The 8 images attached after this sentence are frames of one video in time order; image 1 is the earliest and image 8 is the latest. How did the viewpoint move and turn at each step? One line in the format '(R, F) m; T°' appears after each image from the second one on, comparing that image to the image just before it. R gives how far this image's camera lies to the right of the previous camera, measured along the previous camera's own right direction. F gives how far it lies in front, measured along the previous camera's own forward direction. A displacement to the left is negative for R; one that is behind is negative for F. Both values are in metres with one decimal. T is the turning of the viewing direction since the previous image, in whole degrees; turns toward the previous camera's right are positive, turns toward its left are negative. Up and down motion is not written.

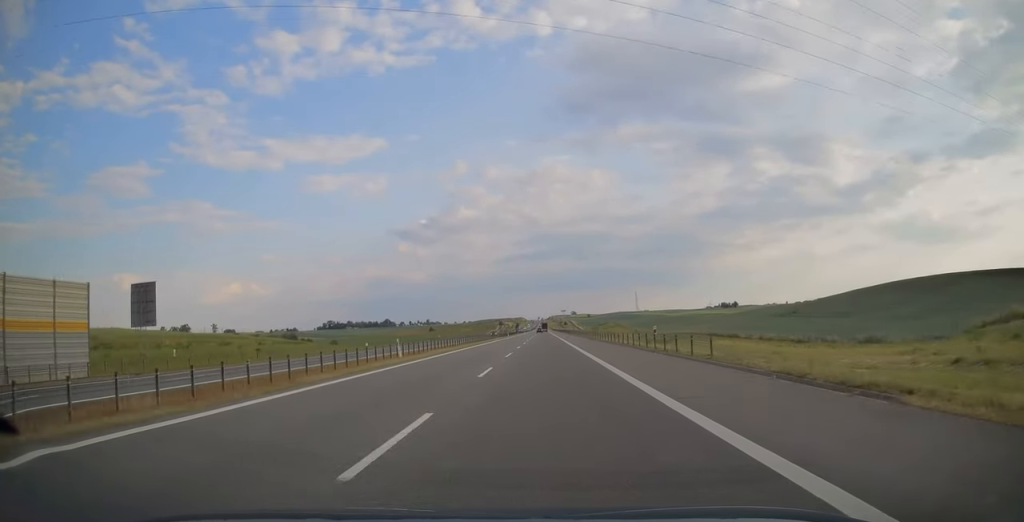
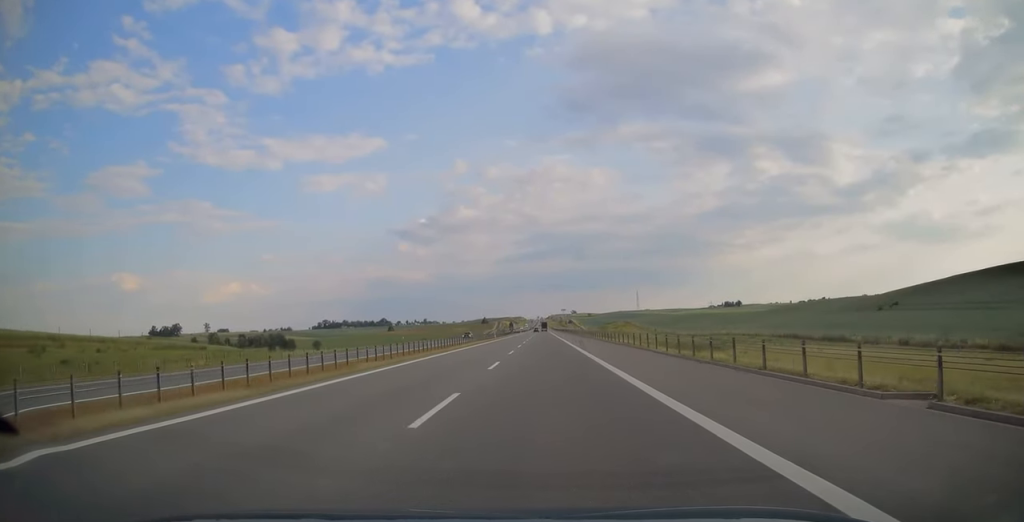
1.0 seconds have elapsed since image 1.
(0.0, +32.9) m; 0°
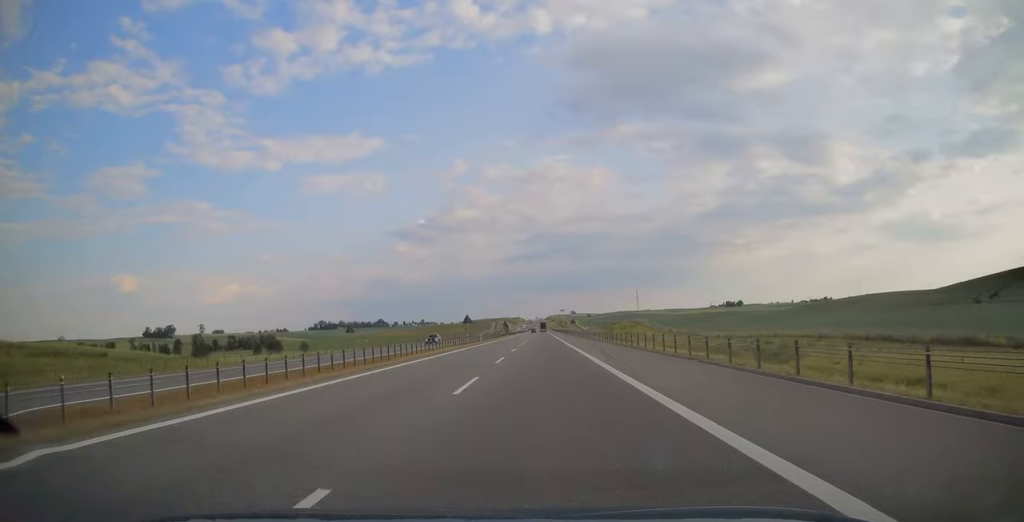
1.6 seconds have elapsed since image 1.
(0.0, +19.7) m; 0°
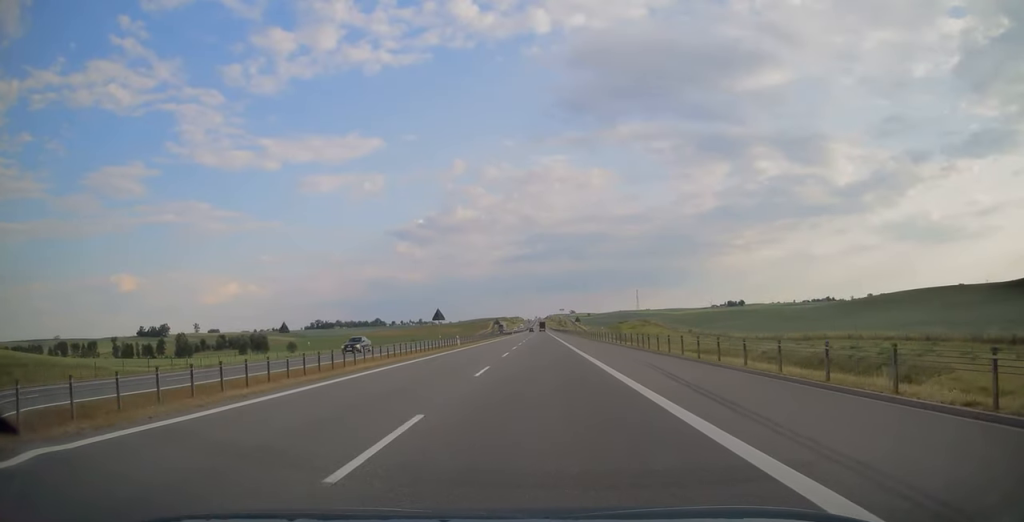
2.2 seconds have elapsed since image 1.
(-0.1, +19.1) m; 0°
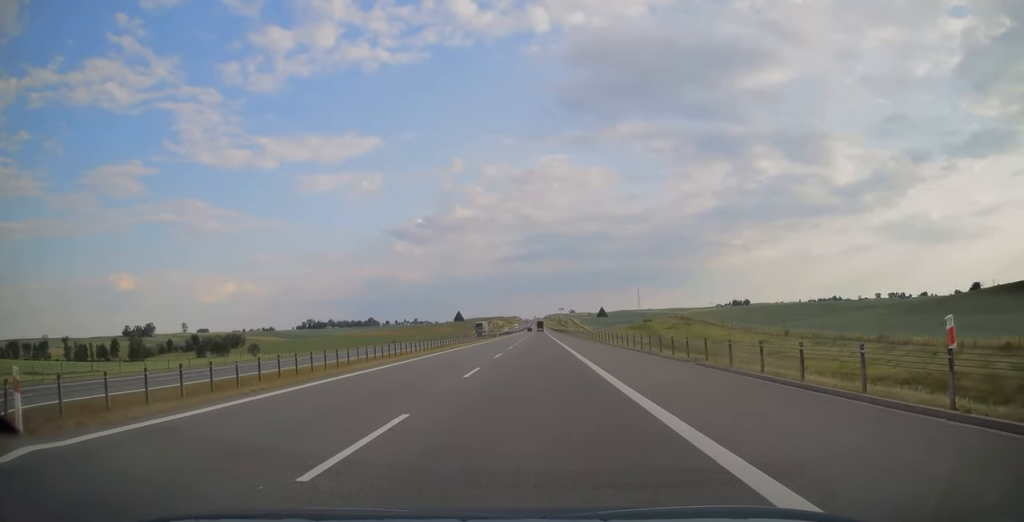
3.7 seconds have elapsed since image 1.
(+0.2, +48.1) m; 0°
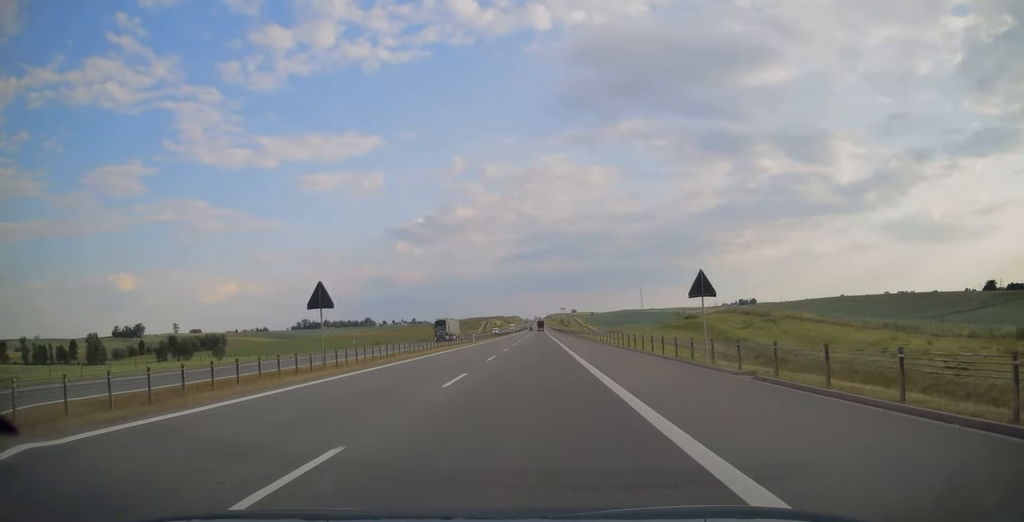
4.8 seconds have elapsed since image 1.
(0.0, +38.8) m; 0°
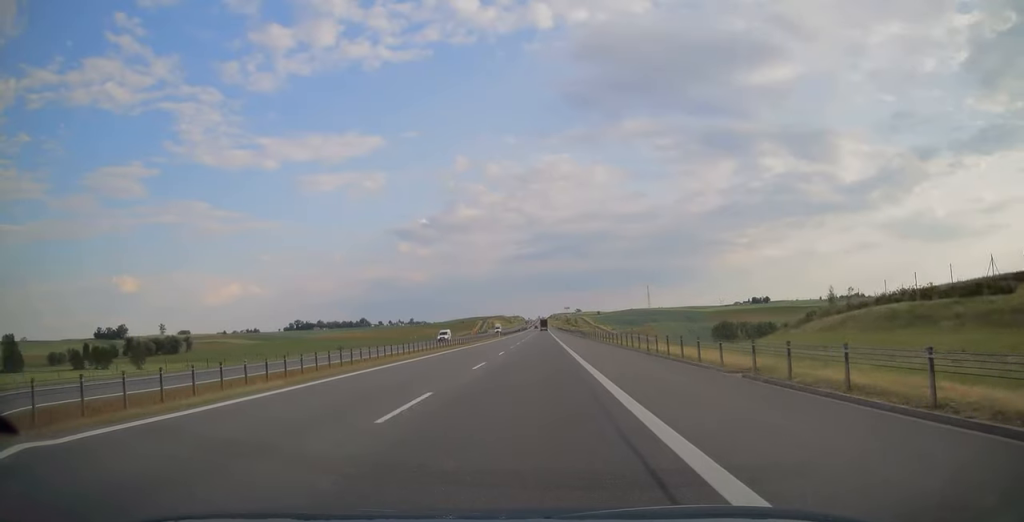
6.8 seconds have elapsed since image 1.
(-0.1, +65.6) m; 0°
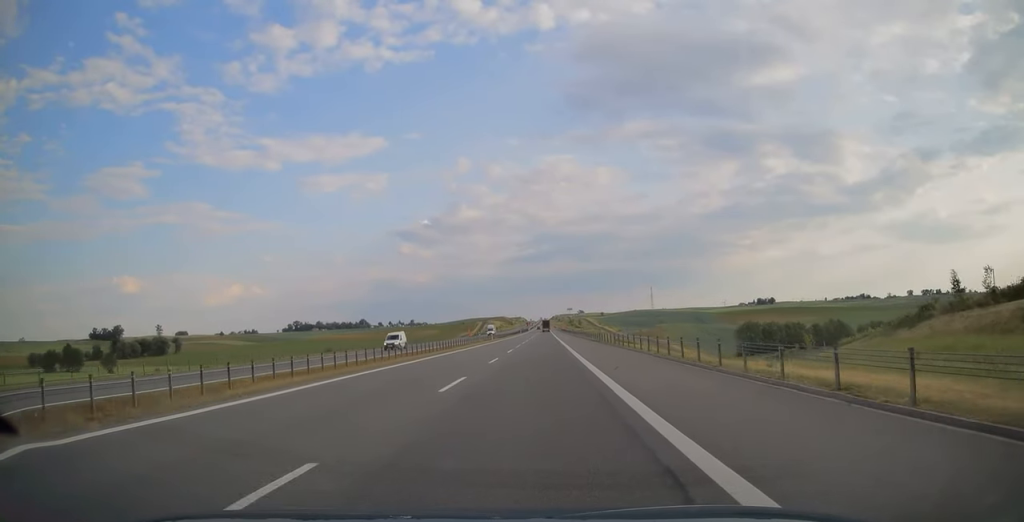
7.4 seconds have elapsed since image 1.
(0.0, +19.1) m; 0°
